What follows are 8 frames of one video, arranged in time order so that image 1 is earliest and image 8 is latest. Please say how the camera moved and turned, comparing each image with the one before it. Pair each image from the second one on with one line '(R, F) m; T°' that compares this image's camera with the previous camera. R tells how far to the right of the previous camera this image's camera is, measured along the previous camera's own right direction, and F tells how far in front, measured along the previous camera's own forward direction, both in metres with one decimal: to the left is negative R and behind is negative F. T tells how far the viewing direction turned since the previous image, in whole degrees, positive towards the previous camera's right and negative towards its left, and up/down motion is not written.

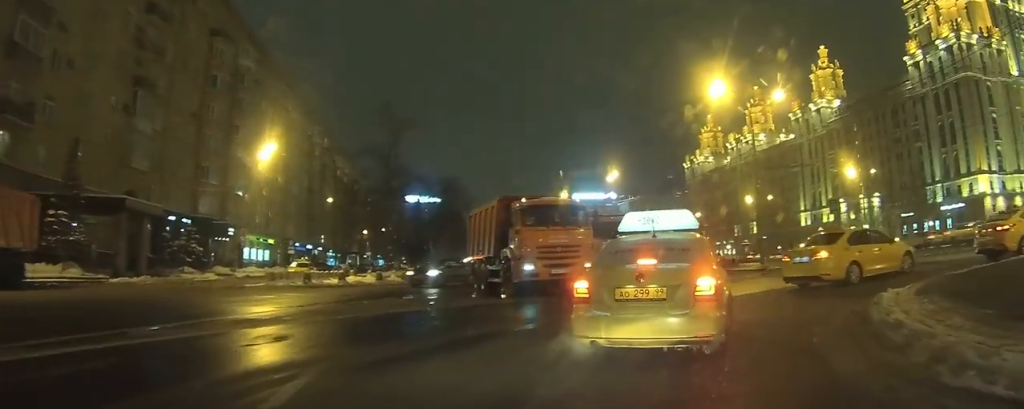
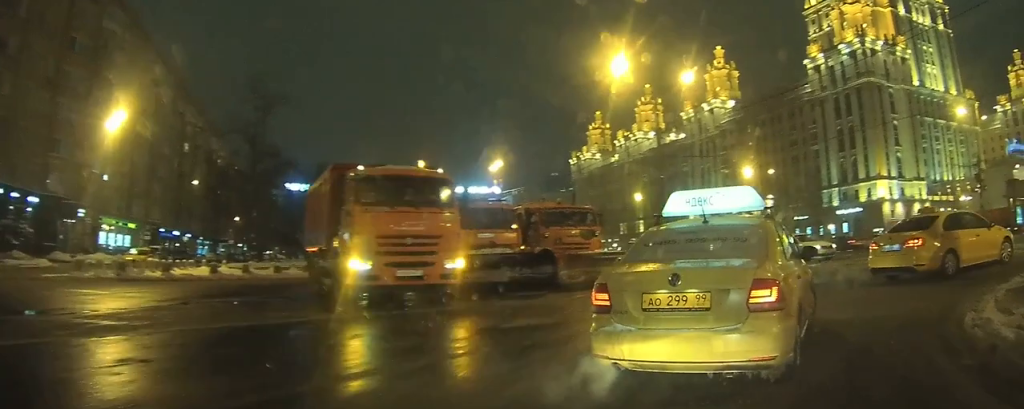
(+0.3, +4.3) m; +7°
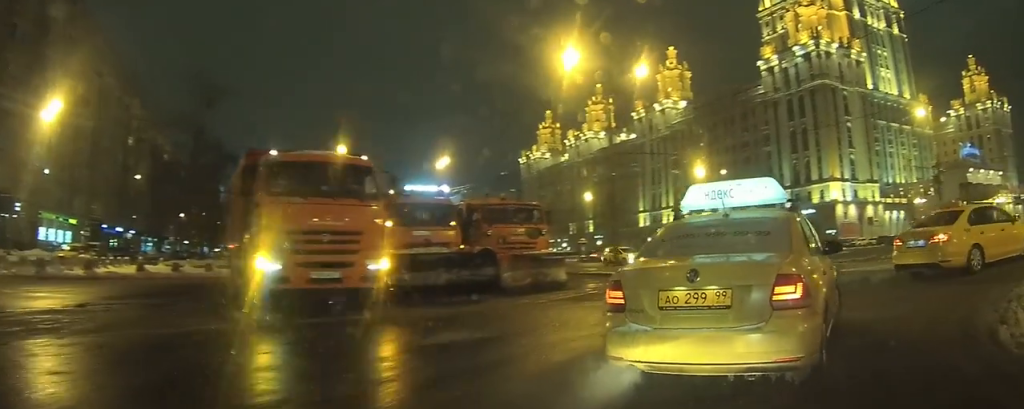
(0.0, +1.5) m; +5°
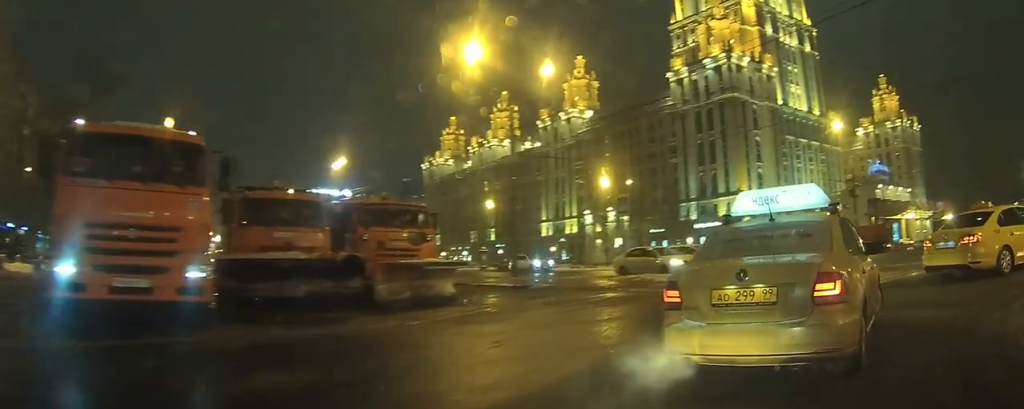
(+0.3, +2.7) m; +13°
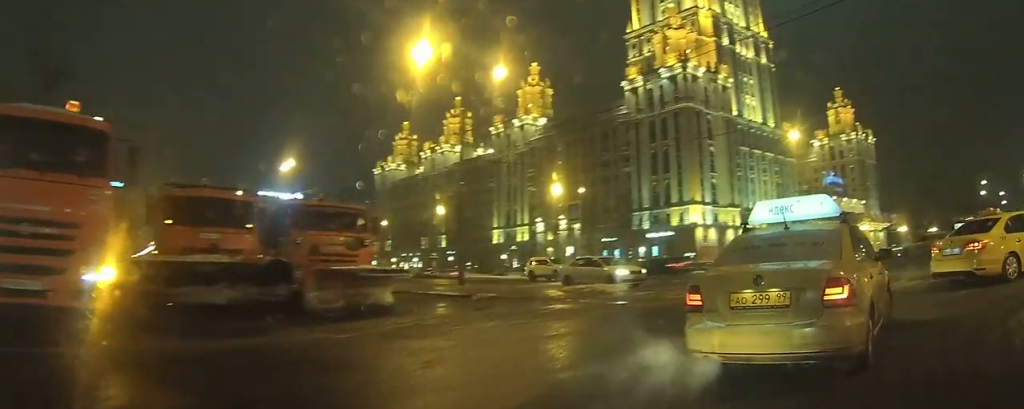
(+0.1, +1.1) m; +5°
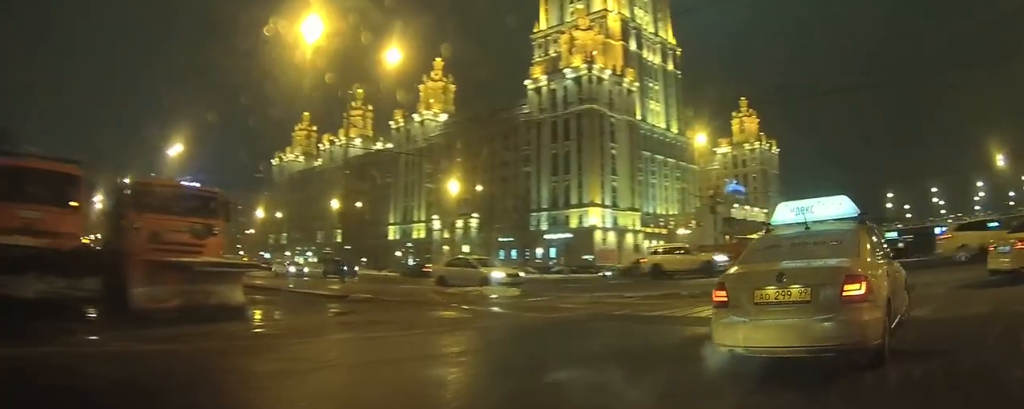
(+0.2, +2.2) m; +8°
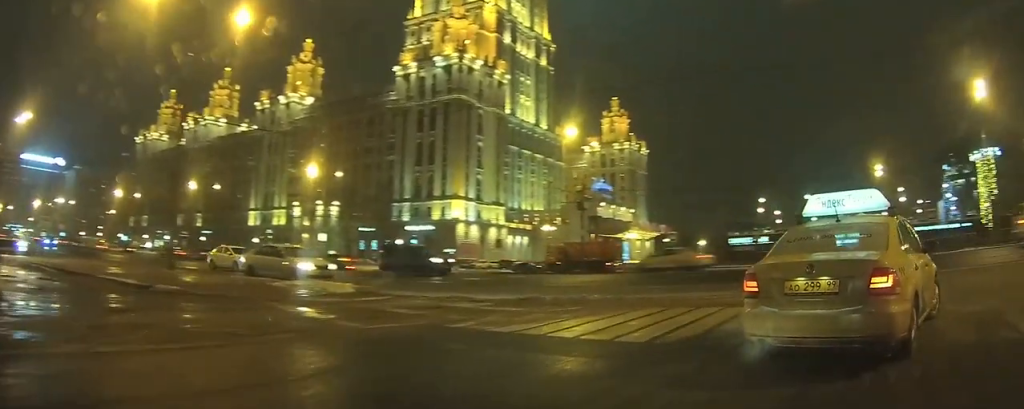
(+0.3, +2.6) m; +14°
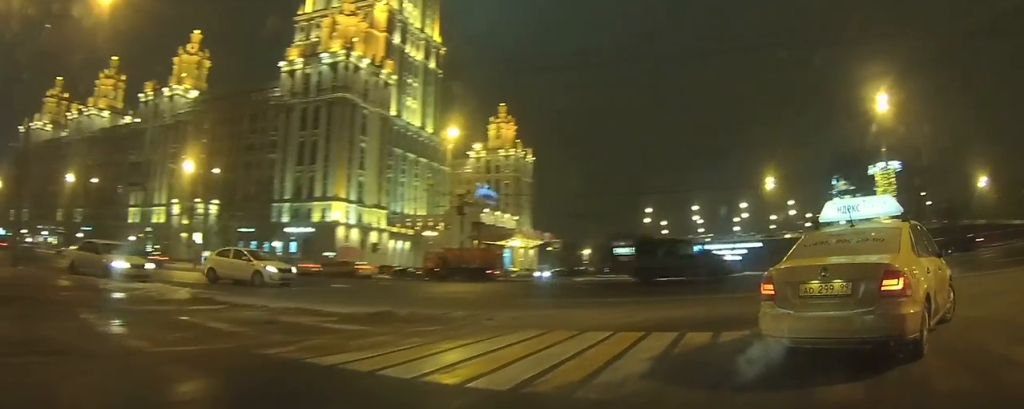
(+0.2, +2.1) m; +13°
